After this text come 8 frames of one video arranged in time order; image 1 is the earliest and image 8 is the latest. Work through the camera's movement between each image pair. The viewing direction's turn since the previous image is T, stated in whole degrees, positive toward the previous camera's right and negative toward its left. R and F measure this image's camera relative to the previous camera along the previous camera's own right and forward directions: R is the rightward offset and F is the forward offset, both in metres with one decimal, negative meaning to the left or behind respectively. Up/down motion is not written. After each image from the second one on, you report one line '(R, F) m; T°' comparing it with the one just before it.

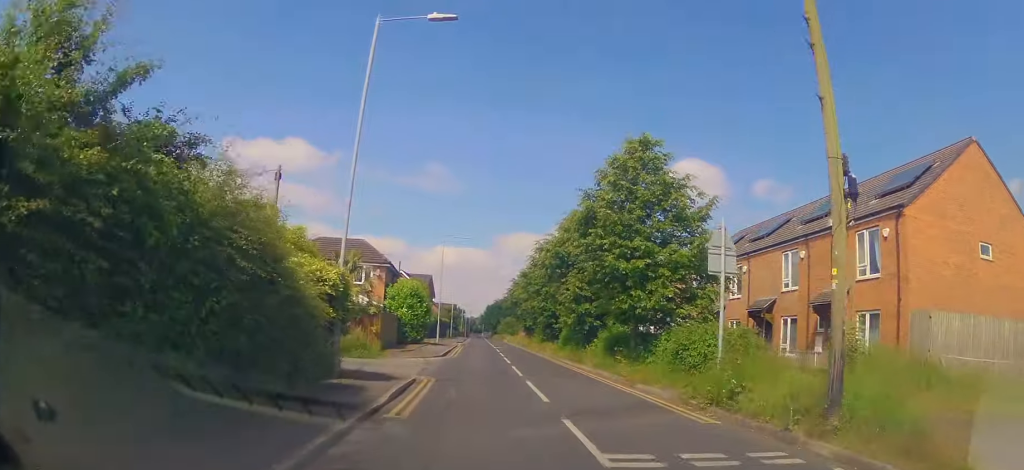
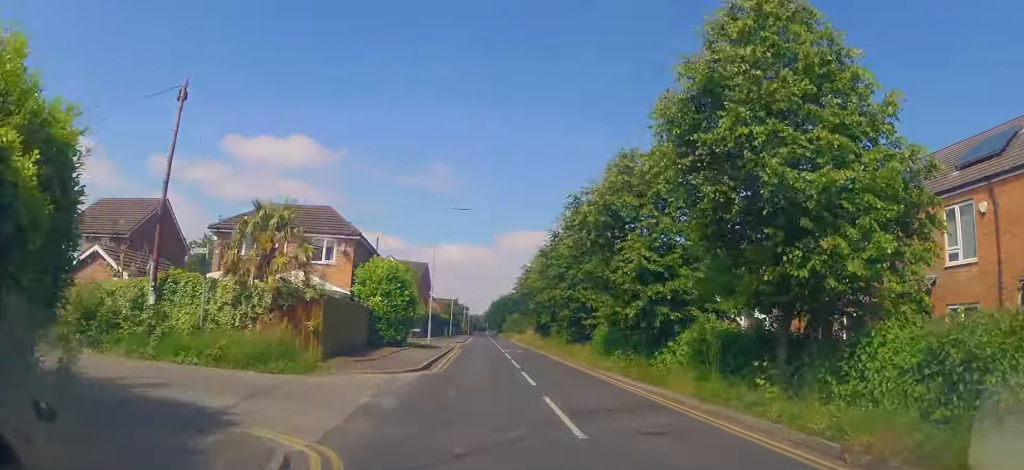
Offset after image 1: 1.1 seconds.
(+0.4, +9.8) m; +3°
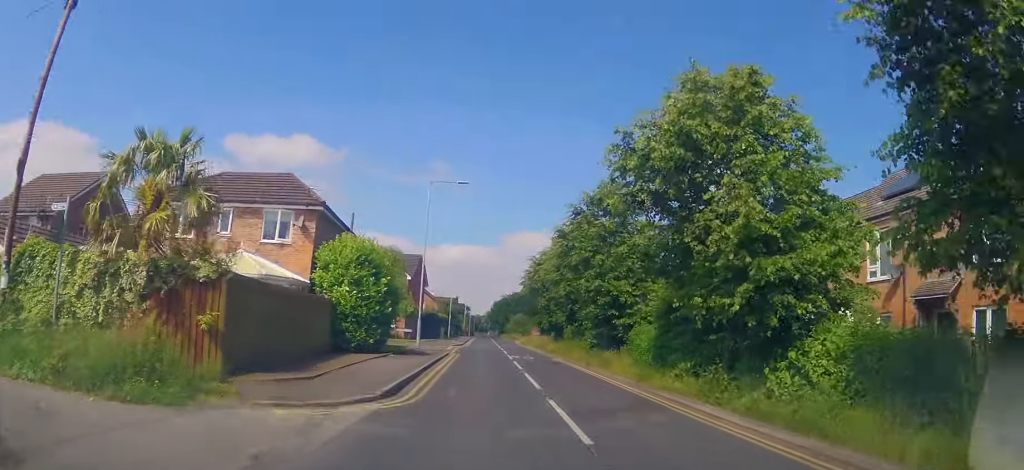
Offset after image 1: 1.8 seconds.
(0.0, +6.4) m; 0°
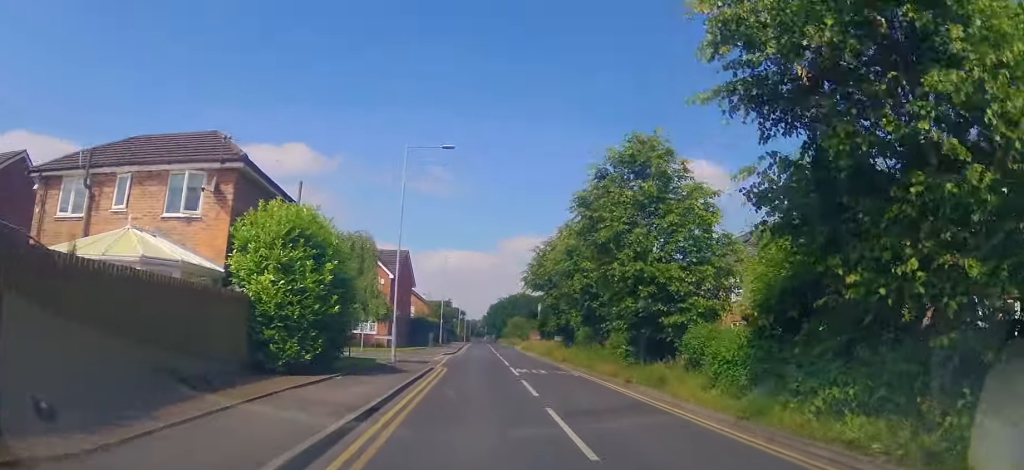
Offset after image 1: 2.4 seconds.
(0.0, +6.5) m; 0°
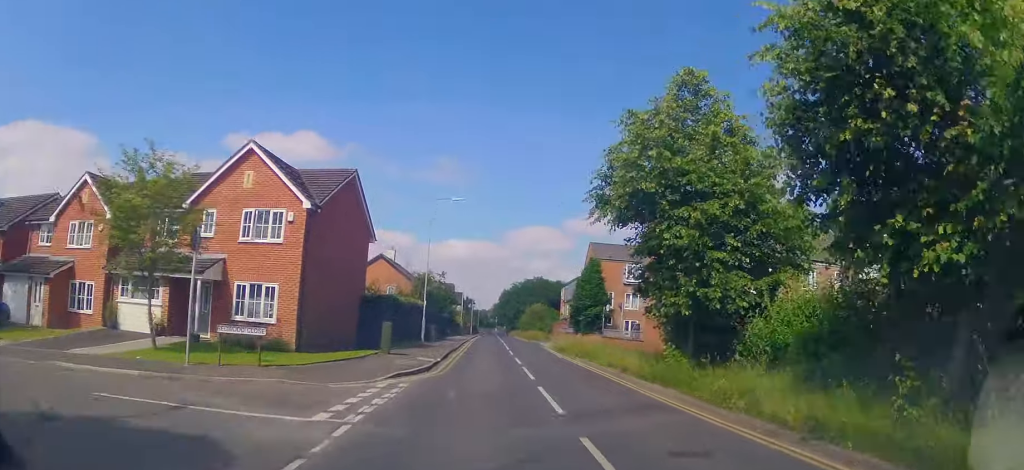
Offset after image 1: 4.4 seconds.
(0.0, +21.8) m; 0°
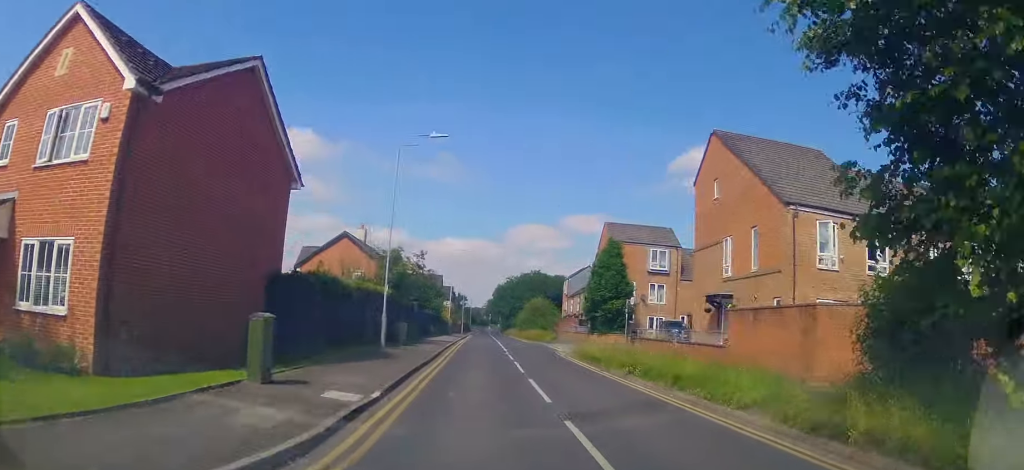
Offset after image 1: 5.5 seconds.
(0.0, +11.1) m; 0°
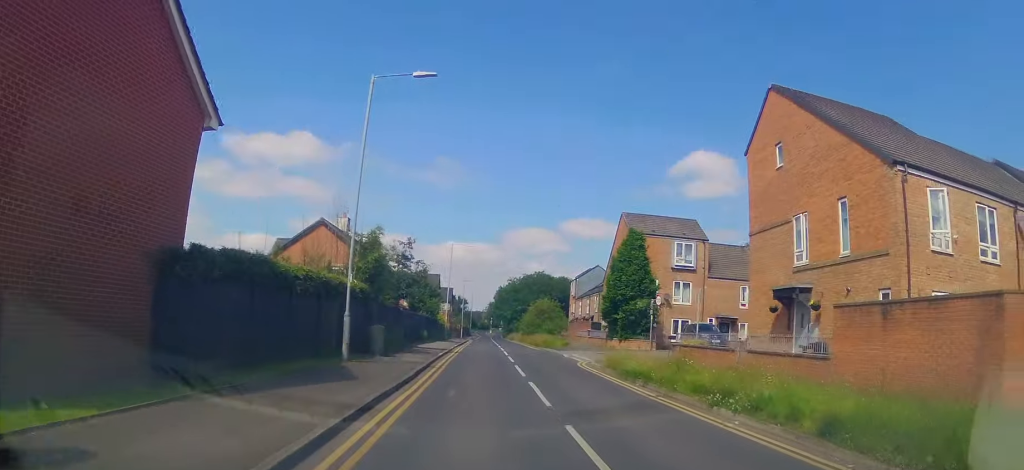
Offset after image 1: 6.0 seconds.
(0.0, +6.1) m; -1°
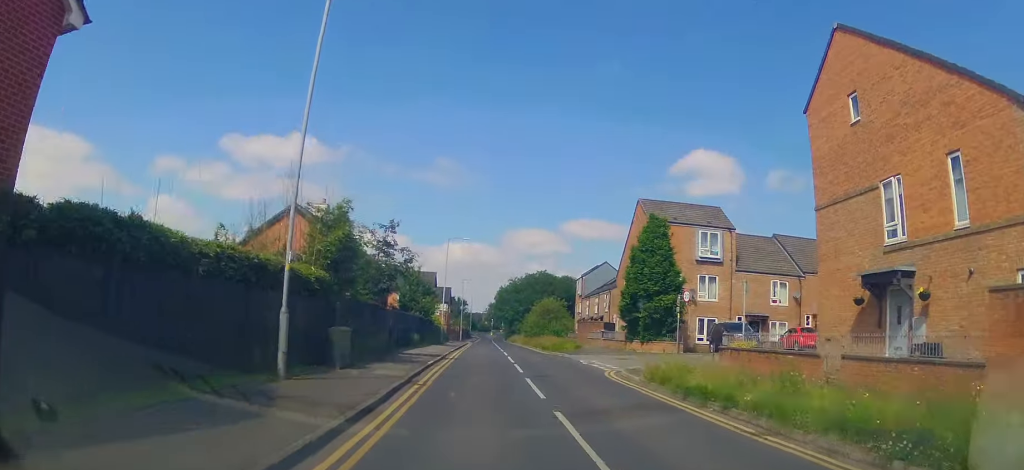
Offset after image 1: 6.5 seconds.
(+0.1, +5.0) m; -1°
